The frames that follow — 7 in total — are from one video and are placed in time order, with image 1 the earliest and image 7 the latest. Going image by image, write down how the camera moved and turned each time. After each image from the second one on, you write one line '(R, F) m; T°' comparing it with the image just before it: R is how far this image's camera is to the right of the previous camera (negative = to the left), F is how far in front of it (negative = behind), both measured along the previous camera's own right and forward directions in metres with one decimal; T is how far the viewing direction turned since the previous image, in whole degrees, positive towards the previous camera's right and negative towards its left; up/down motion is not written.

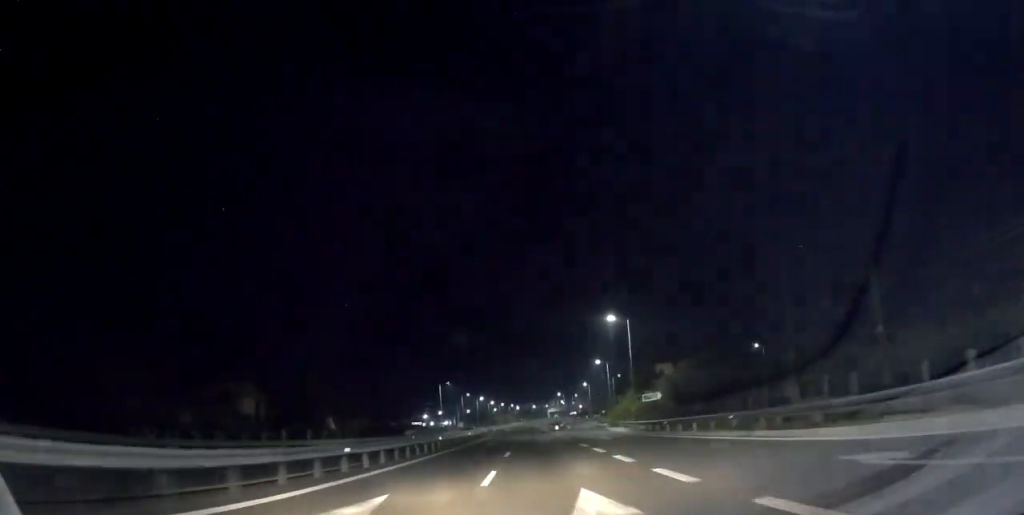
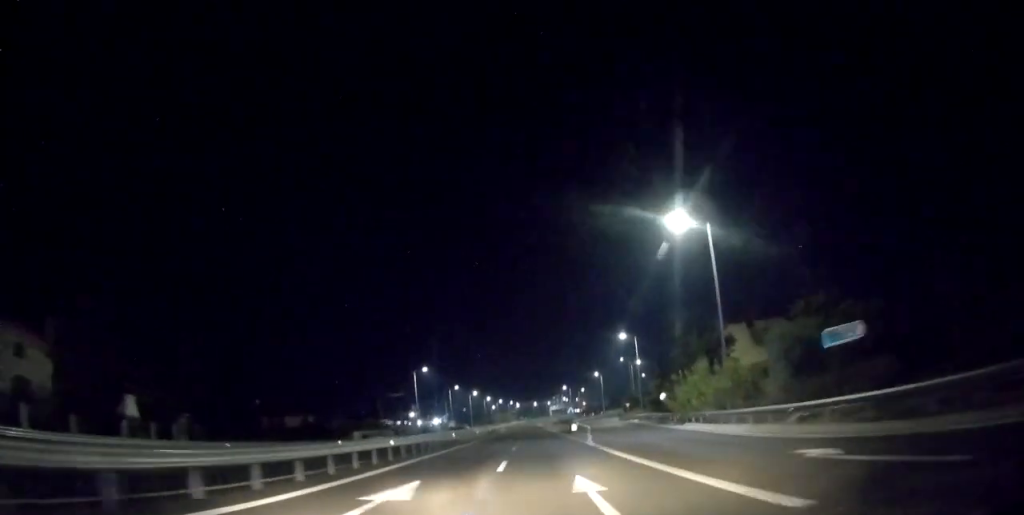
(+0.2, +31.0) m; +1°
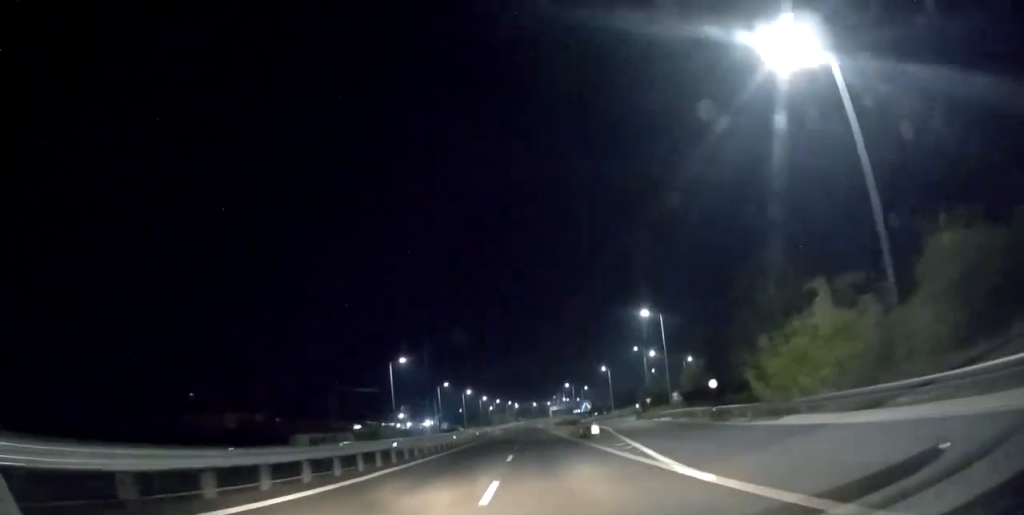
(+0.2, +17.7) m; +1°
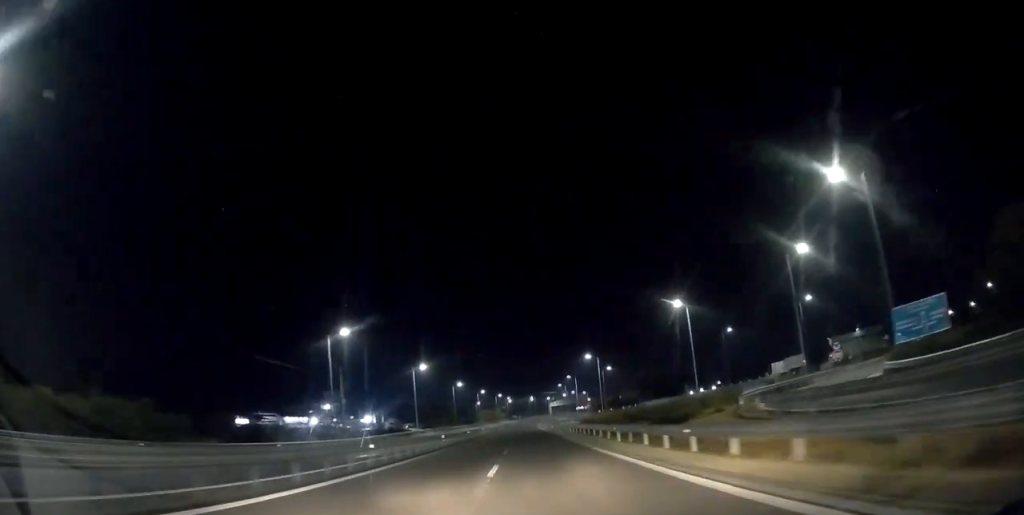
(-1.0, +74.1) m; -1°
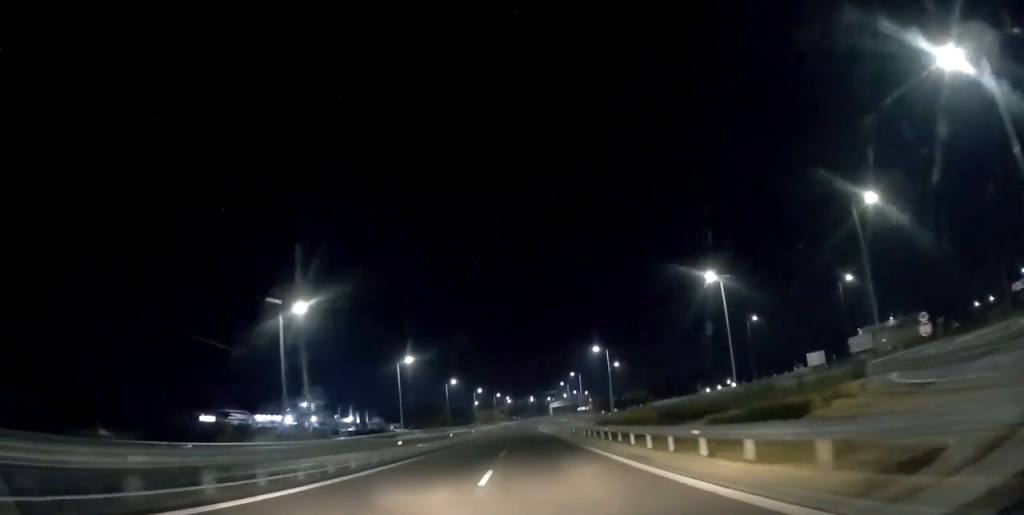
(-0.1, +13.0) m; 0°
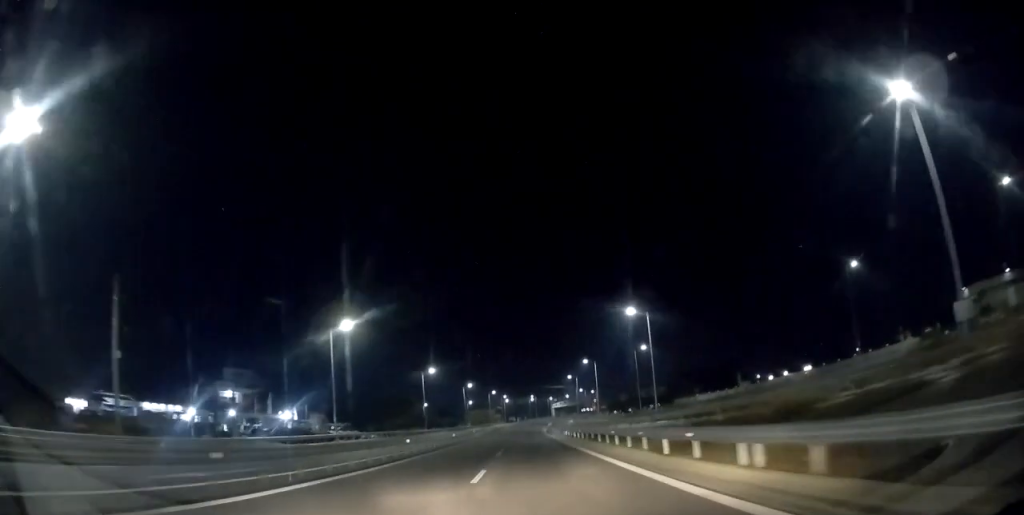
(+0.7, +33.3) m; 0°
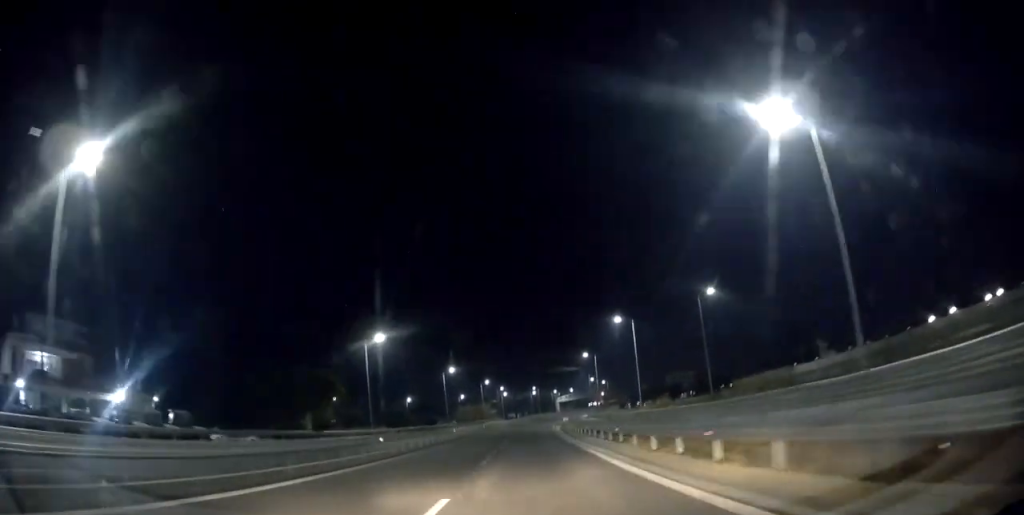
(-0.6, +41.4) m; 0°
